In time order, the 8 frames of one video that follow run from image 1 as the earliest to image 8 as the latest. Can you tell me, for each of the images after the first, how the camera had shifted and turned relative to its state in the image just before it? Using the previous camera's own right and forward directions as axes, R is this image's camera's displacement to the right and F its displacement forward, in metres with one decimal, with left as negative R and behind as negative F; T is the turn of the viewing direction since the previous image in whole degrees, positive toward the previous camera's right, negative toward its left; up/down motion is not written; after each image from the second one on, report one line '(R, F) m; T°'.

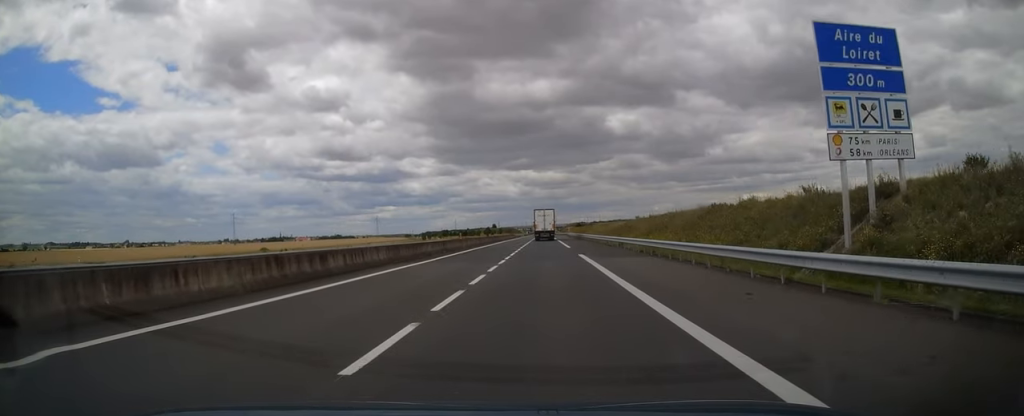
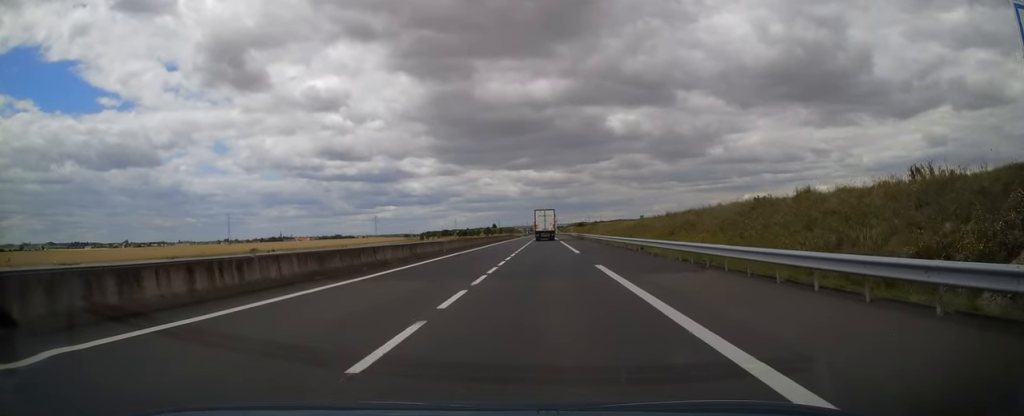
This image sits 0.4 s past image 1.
(-0.2, +9.5) m; 0°
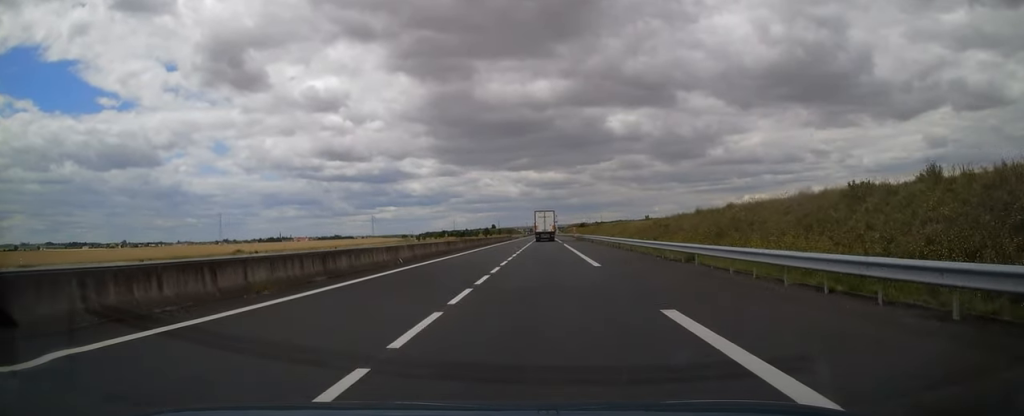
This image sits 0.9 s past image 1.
(-0.1, +12.2) m; 0°
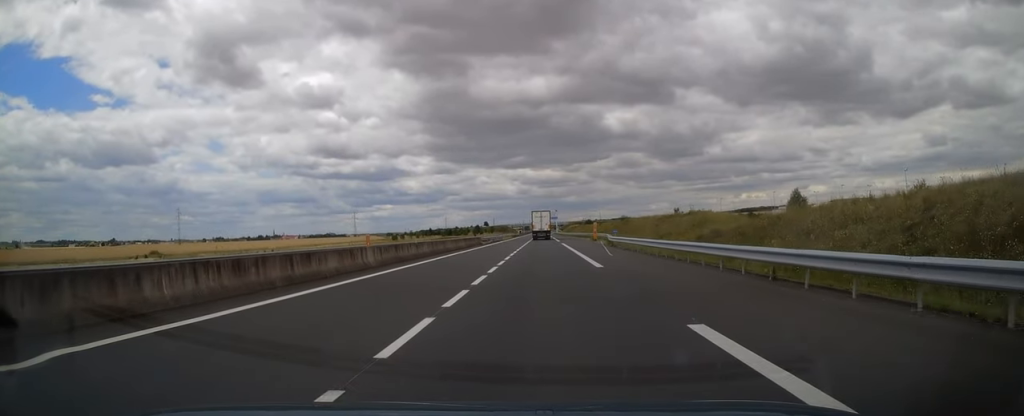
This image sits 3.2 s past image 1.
(+0.5, +52.6) m; 0°
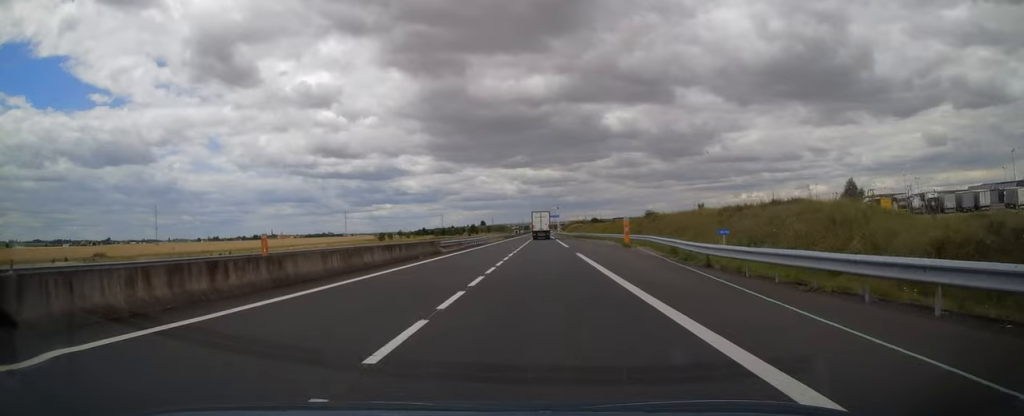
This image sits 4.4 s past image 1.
(0.0, +26.3) m; 0°
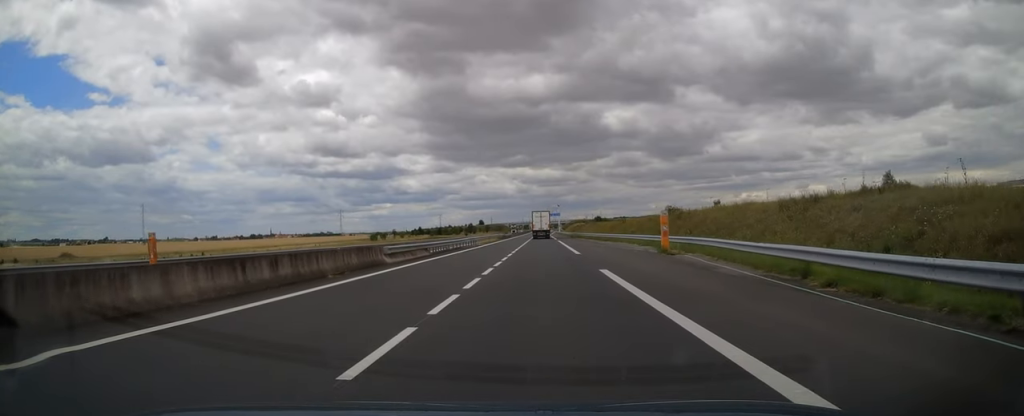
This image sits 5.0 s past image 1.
(+0.1, +13.7) m; 0°
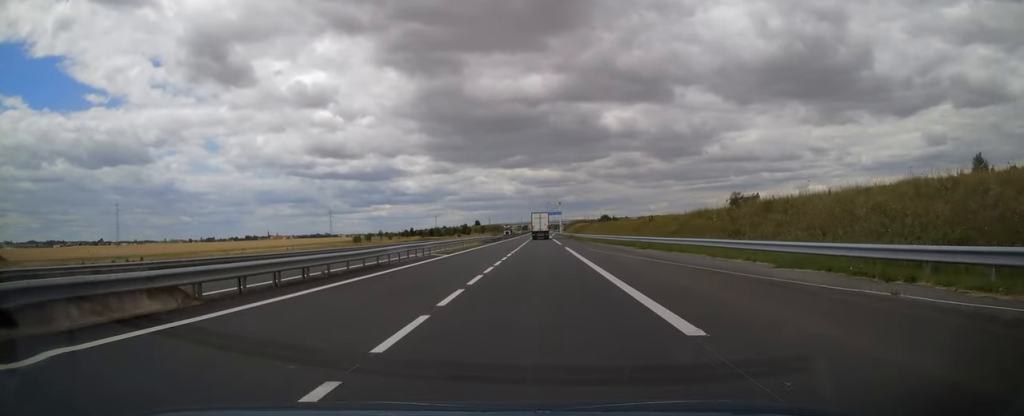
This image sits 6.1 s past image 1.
(-0.2, +24.7) m; 0°
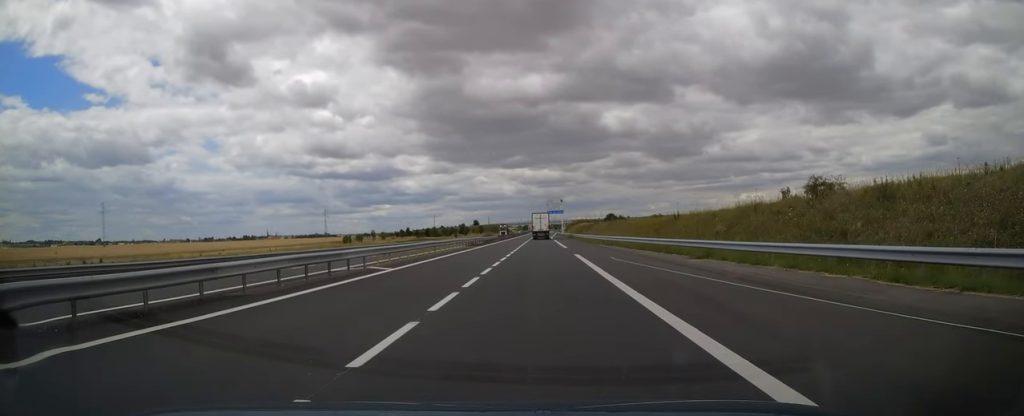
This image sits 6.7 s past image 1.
(+0.2, +13.7) m; +1°
